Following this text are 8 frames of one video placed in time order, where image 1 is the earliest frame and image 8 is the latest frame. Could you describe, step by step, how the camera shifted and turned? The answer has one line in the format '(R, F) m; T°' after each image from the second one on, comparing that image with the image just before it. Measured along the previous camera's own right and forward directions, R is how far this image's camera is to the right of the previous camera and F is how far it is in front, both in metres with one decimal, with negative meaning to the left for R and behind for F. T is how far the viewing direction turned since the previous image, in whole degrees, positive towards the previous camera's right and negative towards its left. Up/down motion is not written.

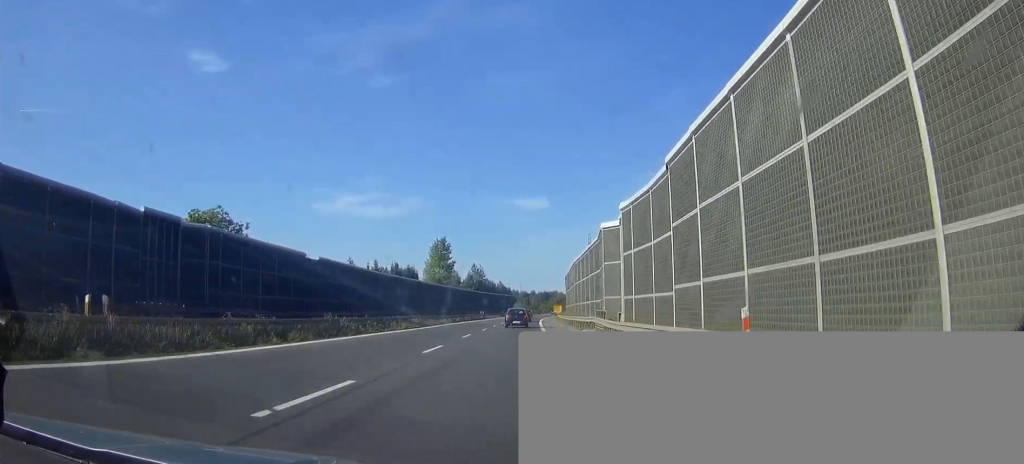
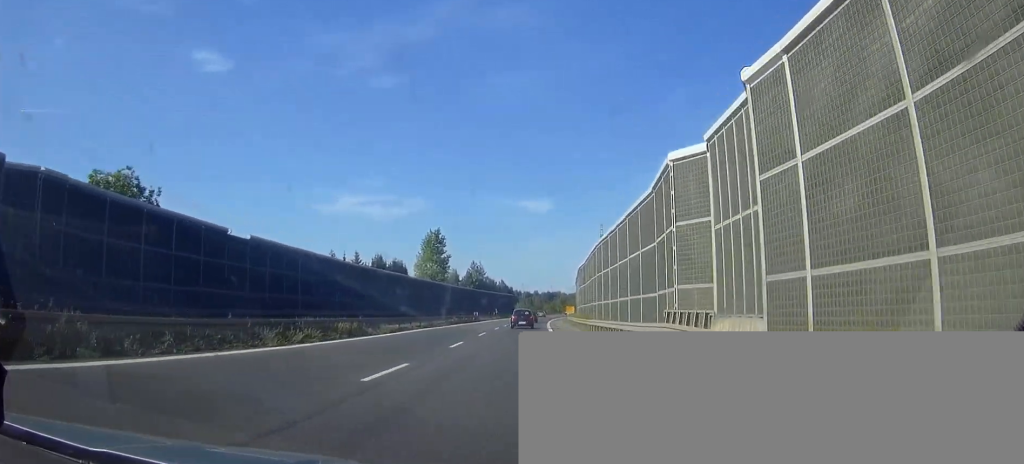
(0.0, +19.6) m; 0°
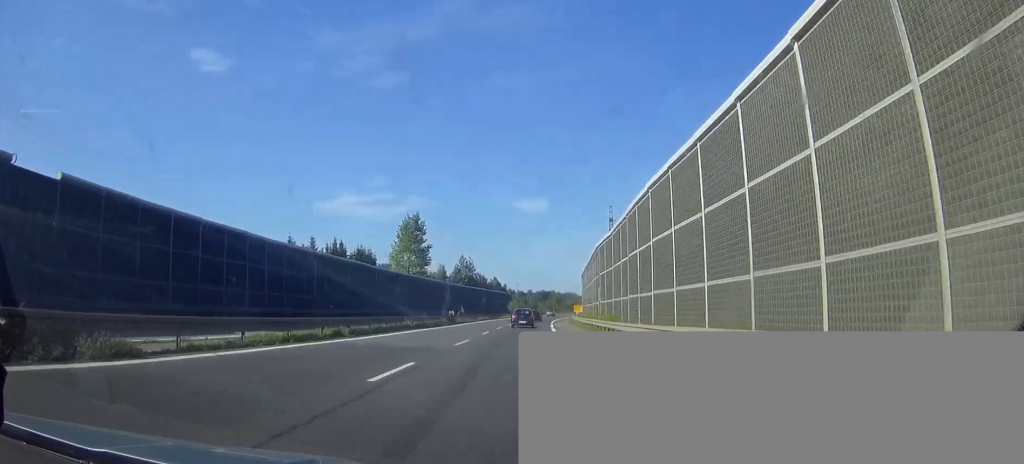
(0.0, +24.3) m; 0°
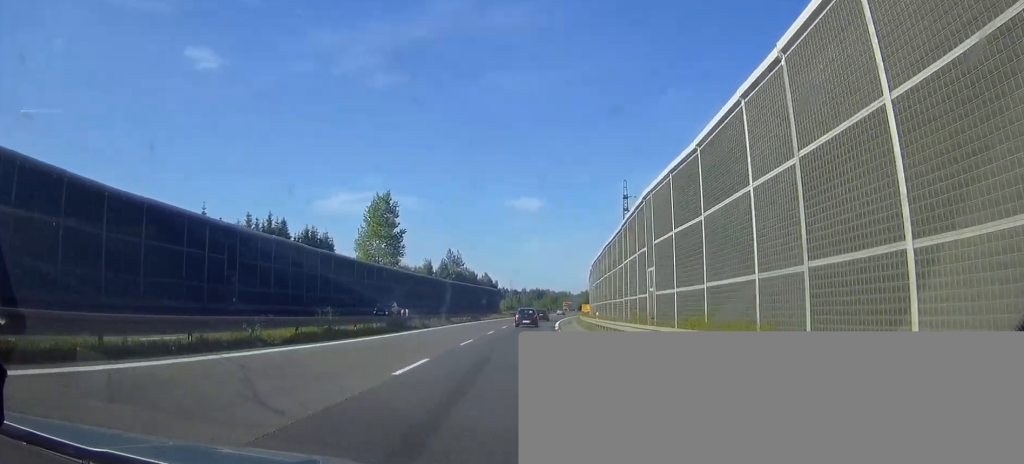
(0.0, +23.4) m; +1°
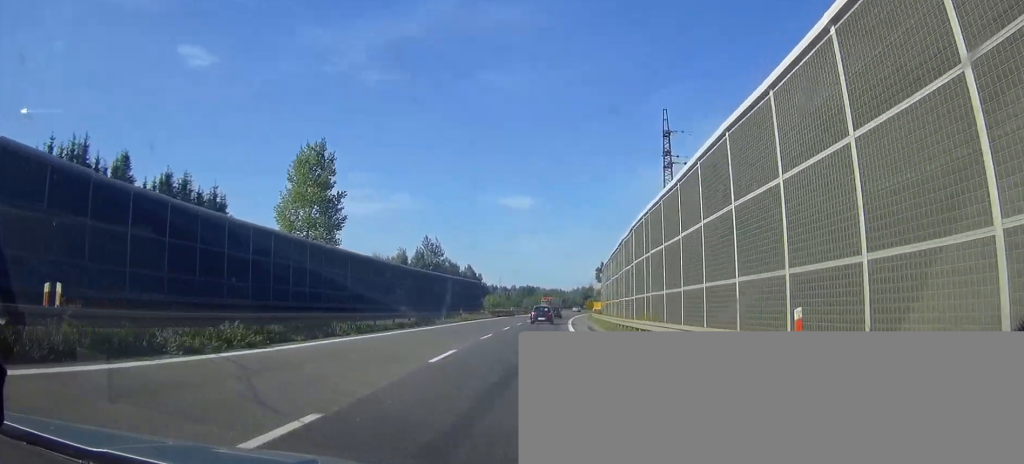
(+0.4, +33.7) m; +1°
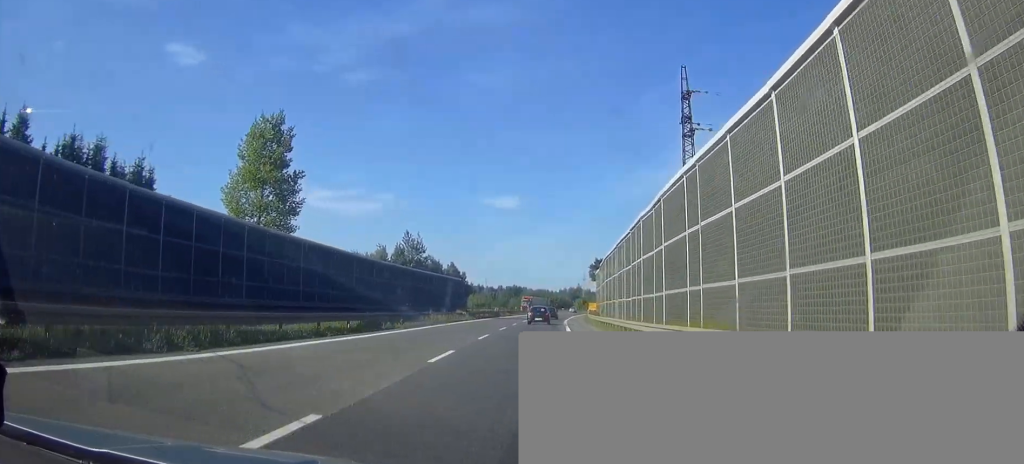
(0.0, +12.2) m; +1°
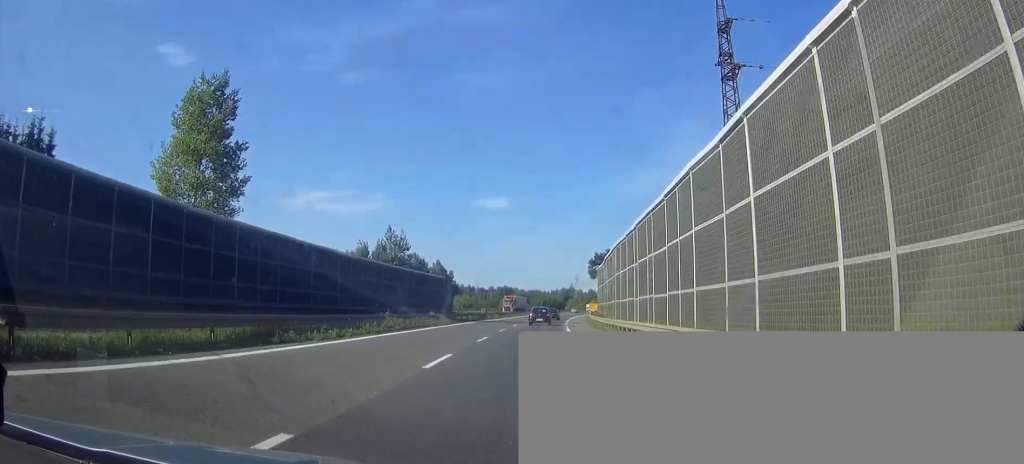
(+0.2, +13.1) m; +1°
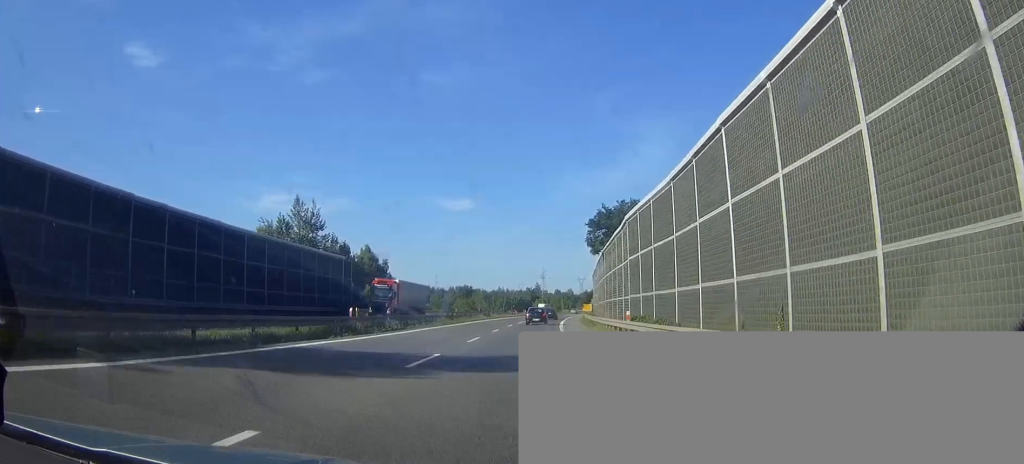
(+1.2, +48.3) m; +2°
